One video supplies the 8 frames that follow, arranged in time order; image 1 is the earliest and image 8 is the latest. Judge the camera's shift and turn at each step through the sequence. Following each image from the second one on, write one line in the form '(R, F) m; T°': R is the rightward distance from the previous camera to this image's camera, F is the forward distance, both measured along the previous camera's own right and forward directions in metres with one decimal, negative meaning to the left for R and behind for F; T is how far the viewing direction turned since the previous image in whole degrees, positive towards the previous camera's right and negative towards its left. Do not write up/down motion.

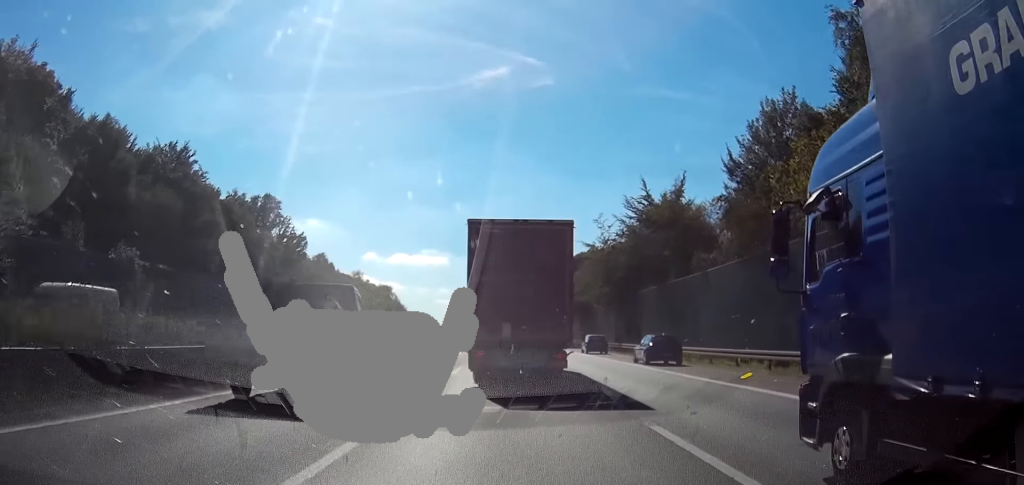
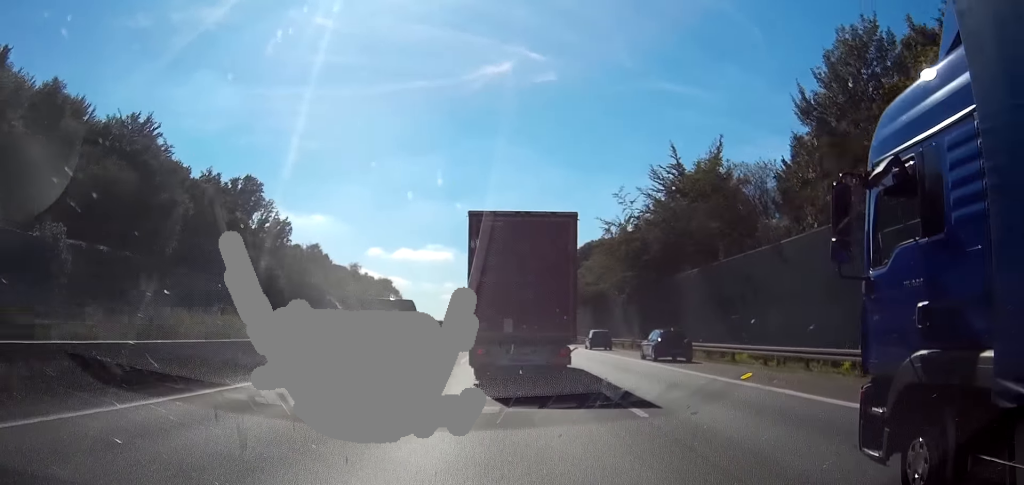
(0.0, +11.1) m; 0°
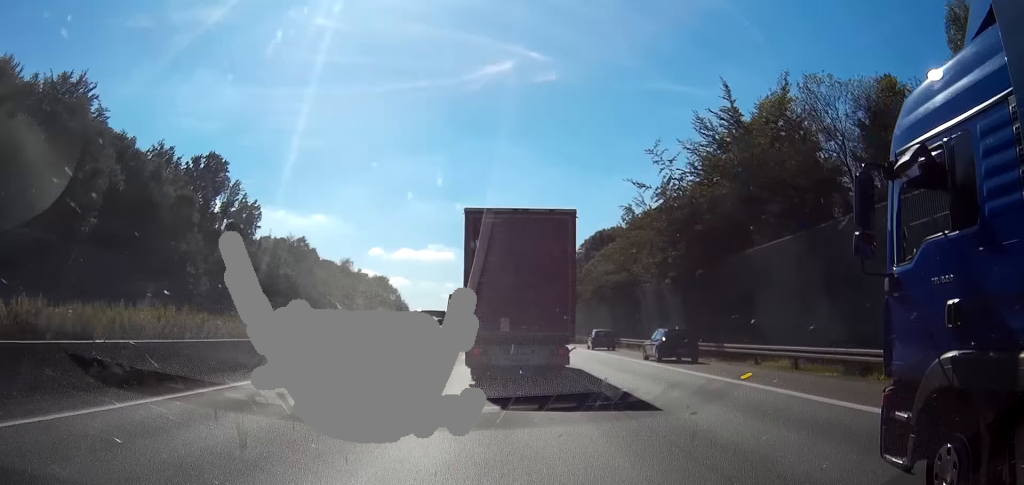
(0.0, +15.2) m; 0°
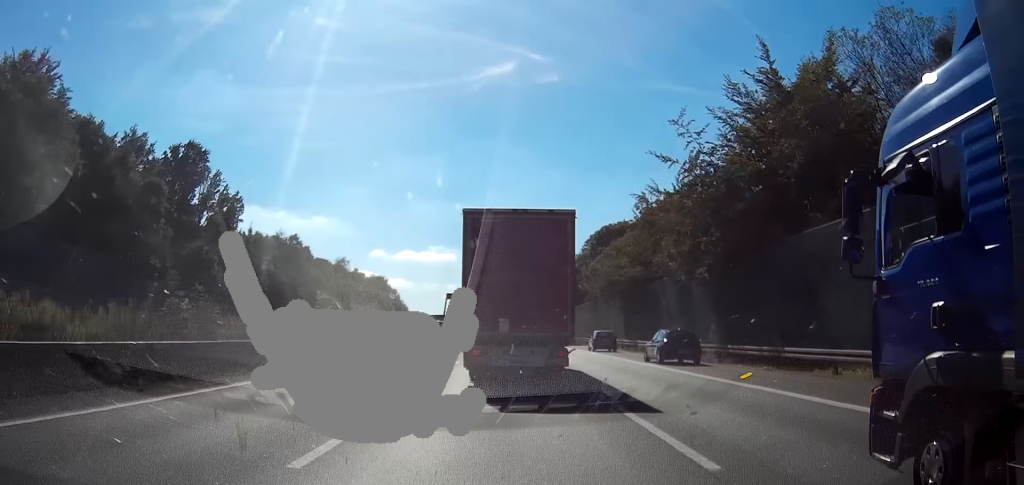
(0.0, +7.4) m; 0°
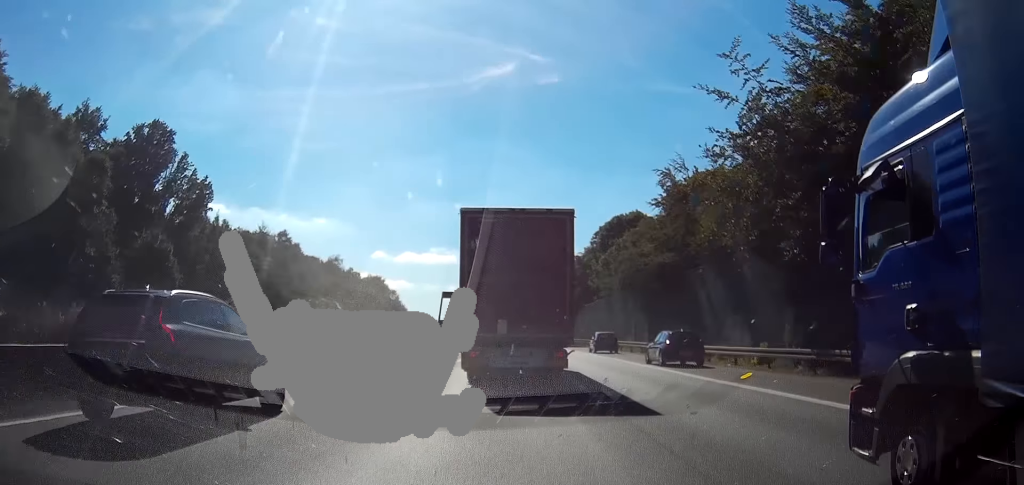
(0.0, +10.7) m; 0°
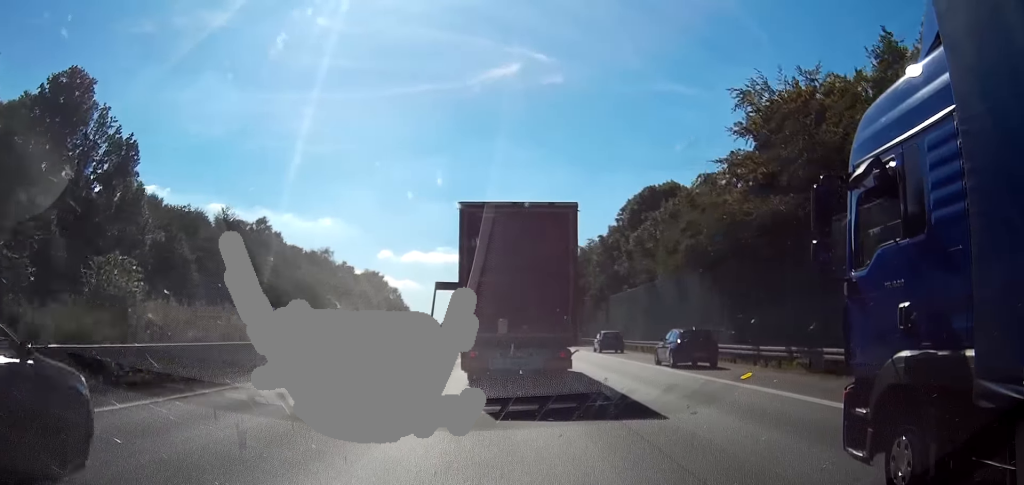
(-0.3, +19.7) m; -1°
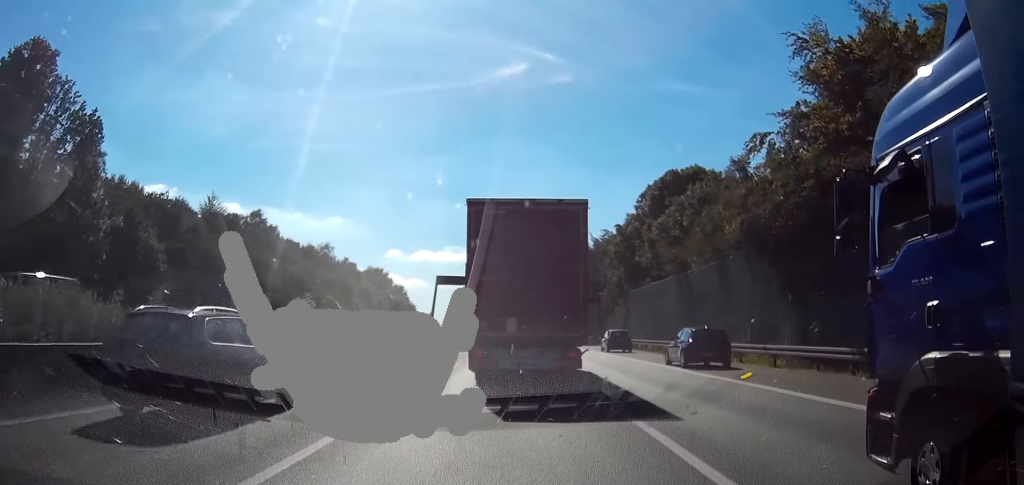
(-0.1, +8.0) m; 0°
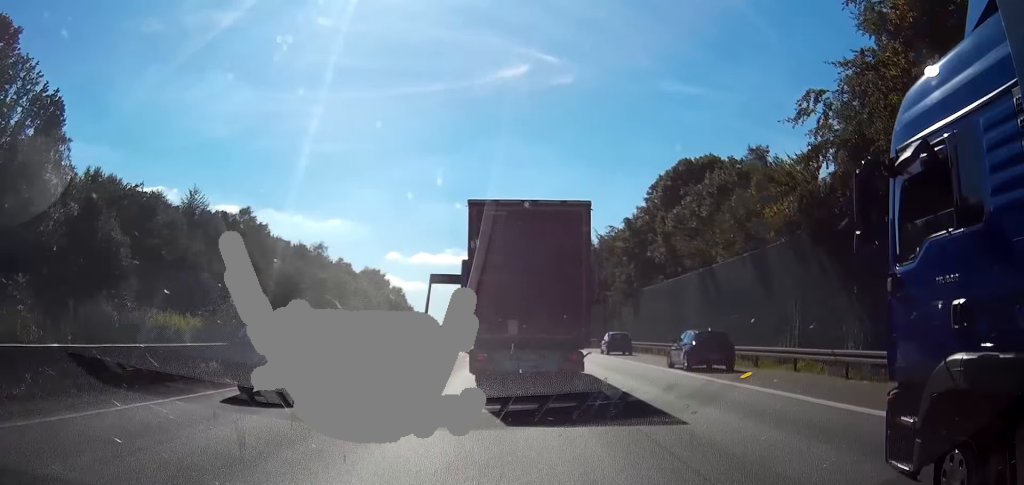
(0.0, +6.1) m; +2°
